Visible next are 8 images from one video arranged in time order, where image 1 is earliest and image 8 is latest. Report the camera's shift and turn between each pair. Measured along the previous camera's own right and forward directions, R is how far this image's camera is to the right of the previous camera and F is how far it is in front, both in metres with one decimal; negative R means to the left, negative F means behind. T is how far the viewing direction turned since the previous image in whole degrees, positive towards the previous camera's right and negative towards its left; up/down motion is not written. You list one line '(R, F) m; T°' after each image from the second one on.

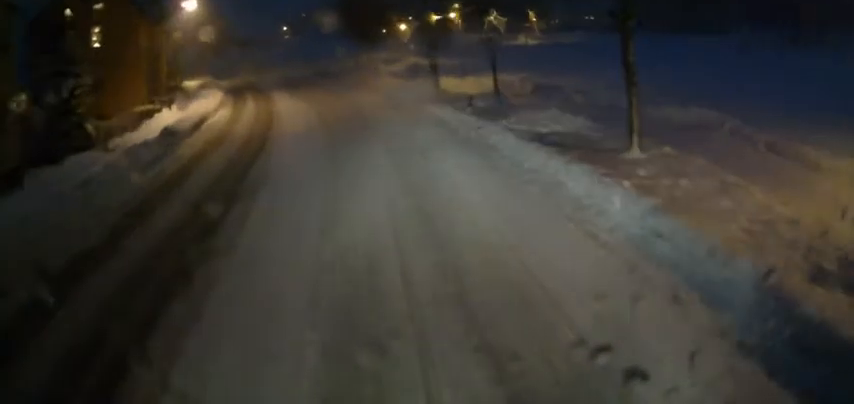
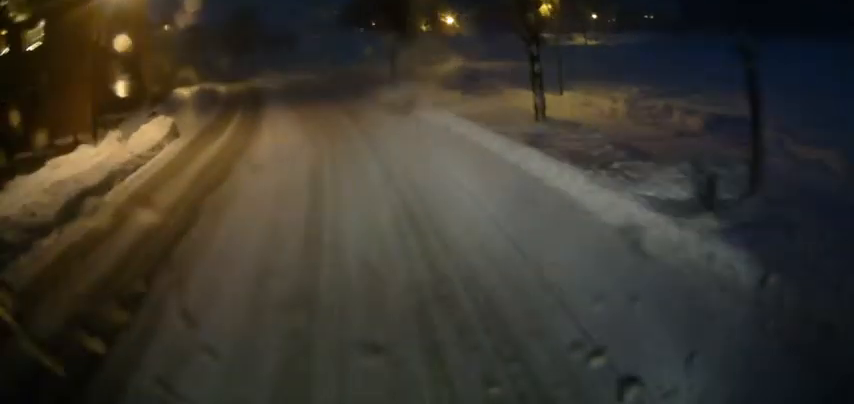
(+1.4, +12.3) m; +2°
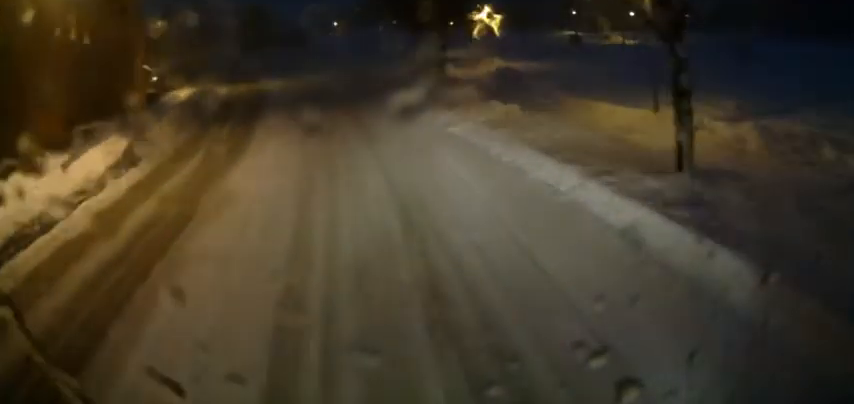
(-0.3, +6.2) m; -3°
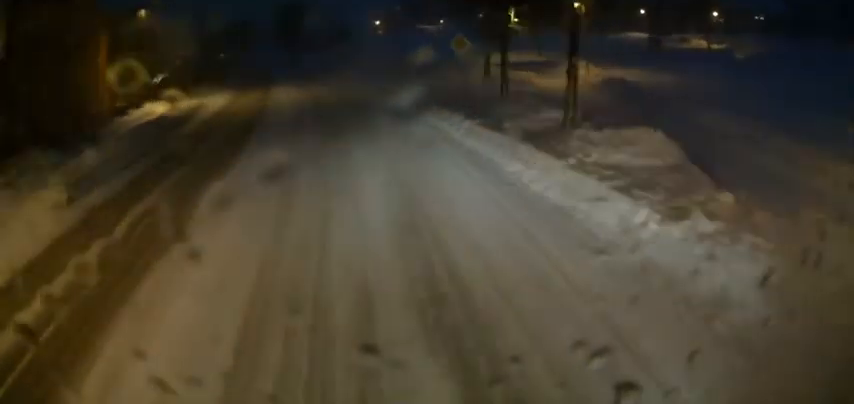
(-0.3, +11.8) m; -4°
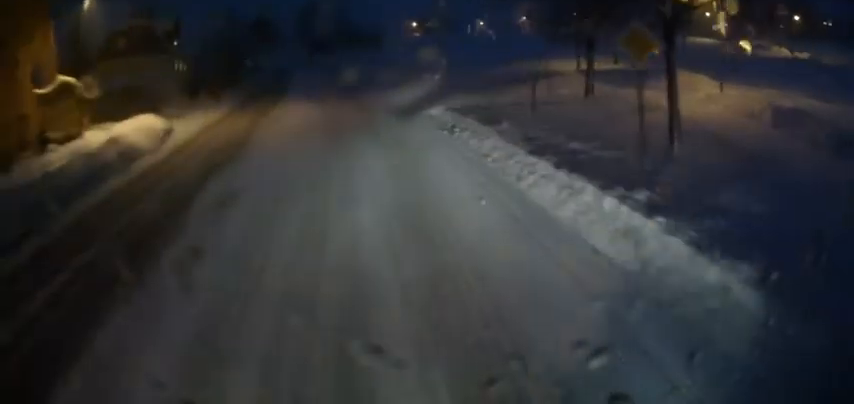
(-0.4, +10.3) m; -3°
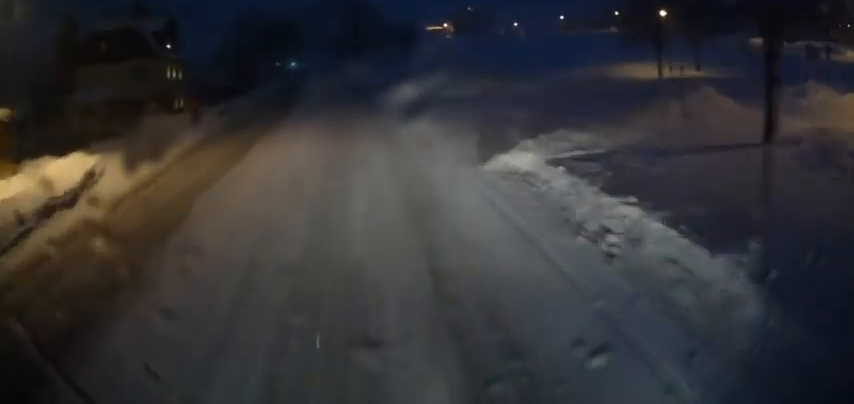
(-0.1, +9.4) m; -2°
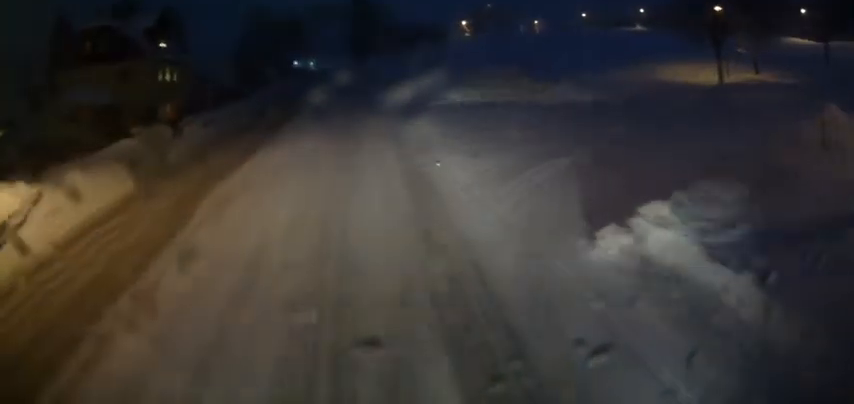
(+0.1, +5.3) m; -2°
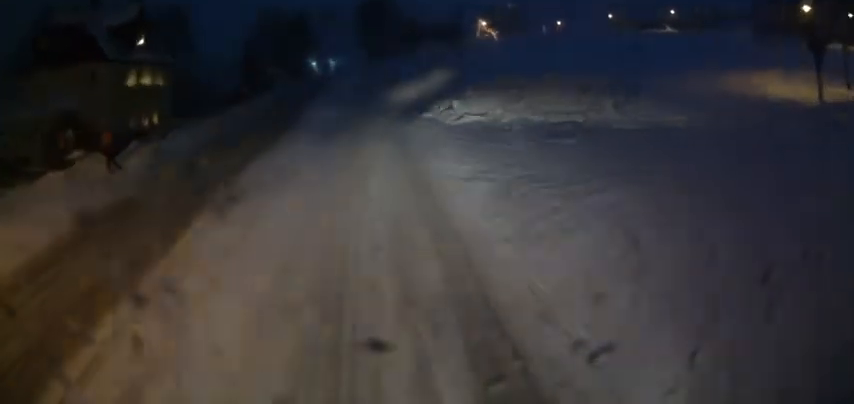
(-0.4, +7.4) m; -3°
